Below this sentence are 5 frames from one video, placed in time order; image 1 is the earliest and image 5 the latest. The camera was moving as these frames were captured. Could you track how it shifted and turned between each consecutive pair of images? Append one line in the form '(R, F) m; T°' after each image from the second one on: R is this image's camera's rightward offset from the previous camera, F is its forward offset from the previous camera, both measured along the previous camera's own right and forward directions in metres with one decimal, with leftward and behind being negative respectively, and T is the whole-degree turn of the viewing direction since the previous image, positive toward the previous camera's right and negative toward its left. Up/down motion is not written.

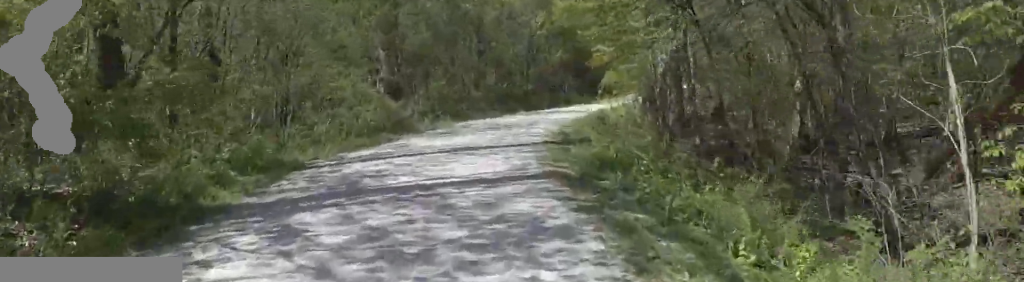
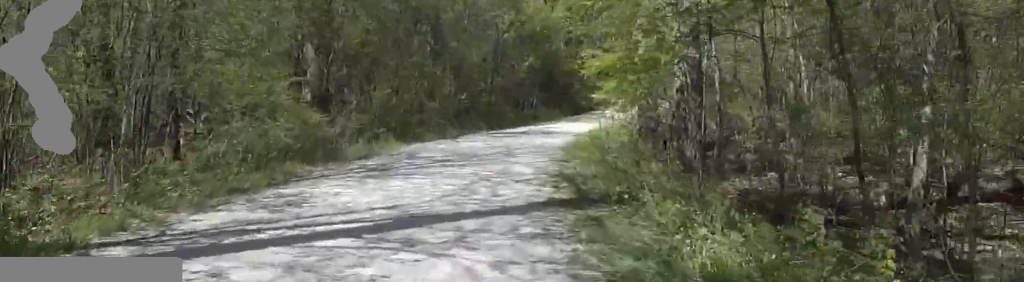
(0.0, +5.2) m; +1°
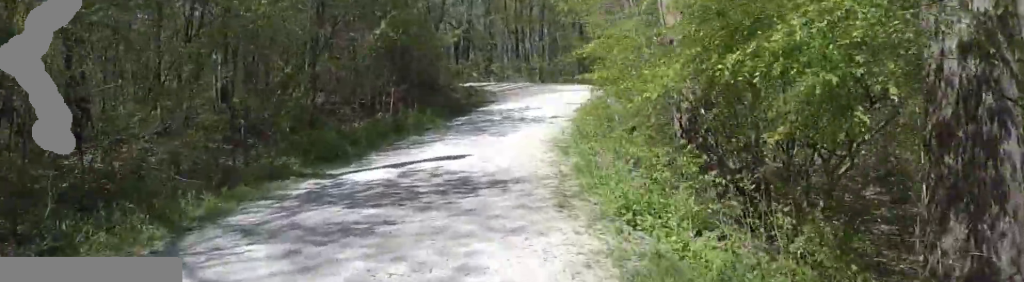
(+1.1, +12.1) m; +15°
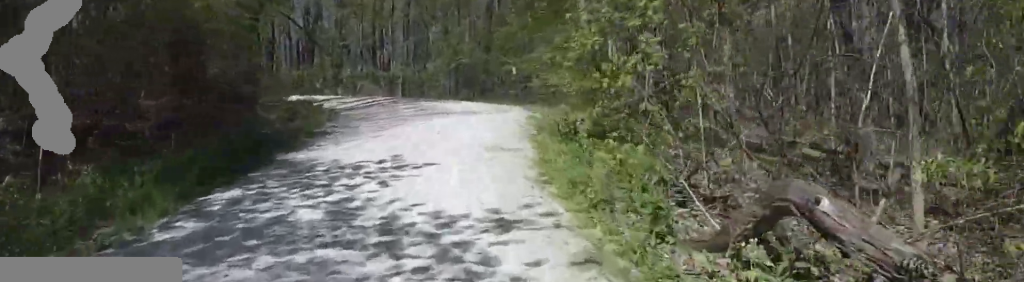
(+1.0, +11.6) m; +7°
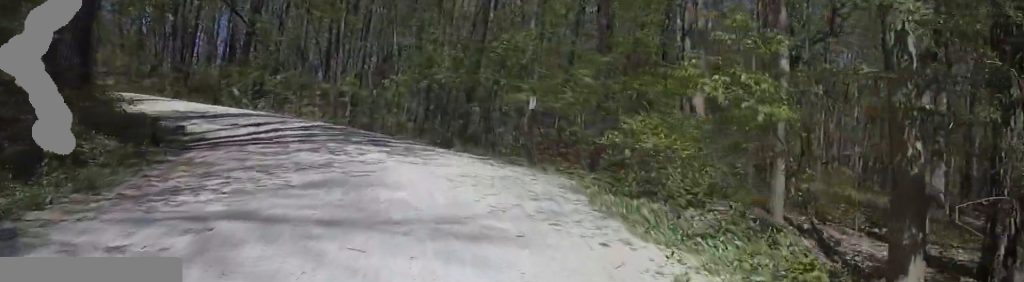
(+0.9, +9.1) m; +8°
